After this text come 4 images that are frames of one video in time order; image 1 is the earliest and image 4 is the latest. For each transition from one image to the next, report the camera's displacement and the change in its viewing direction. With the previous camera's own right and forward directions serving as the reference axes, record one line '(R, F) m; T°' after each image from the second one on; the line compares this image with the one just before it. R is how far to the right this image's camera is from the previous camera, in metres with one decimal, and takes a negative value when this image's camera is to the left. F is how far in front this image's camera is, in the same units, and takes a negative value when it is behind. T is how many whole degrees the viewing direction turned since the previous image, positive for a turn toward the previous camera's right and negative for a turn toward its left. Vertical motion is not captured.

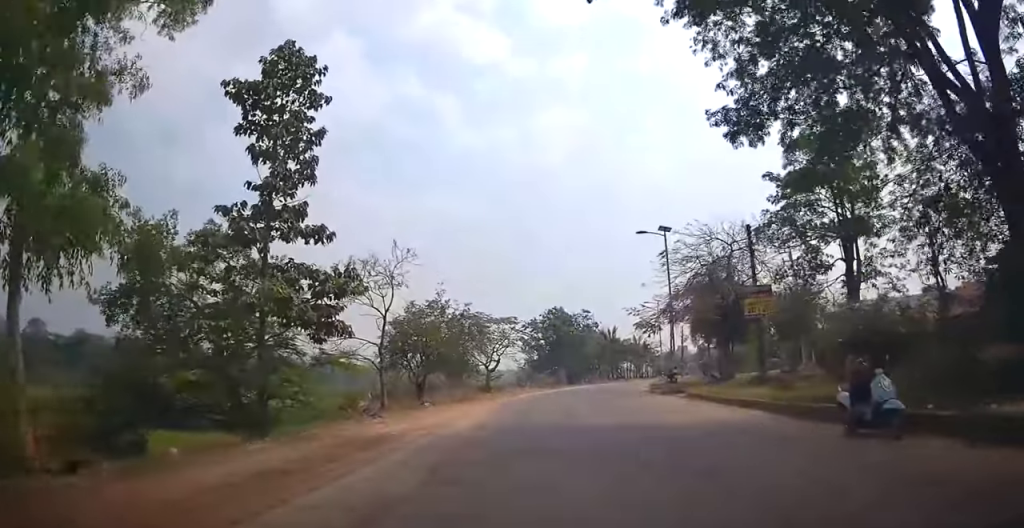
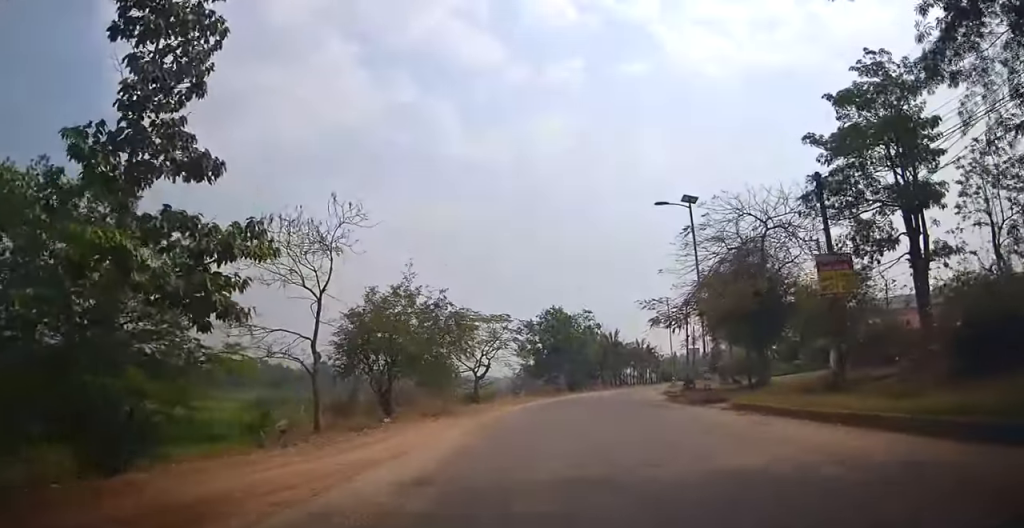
(+0.2, +6.3) m; +1°
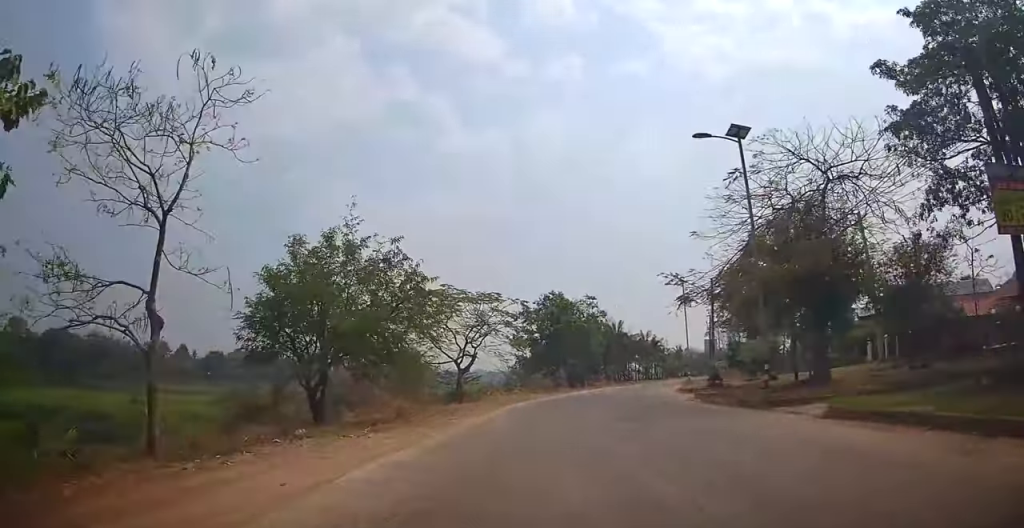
(+0.1, +7.0) m; 0°
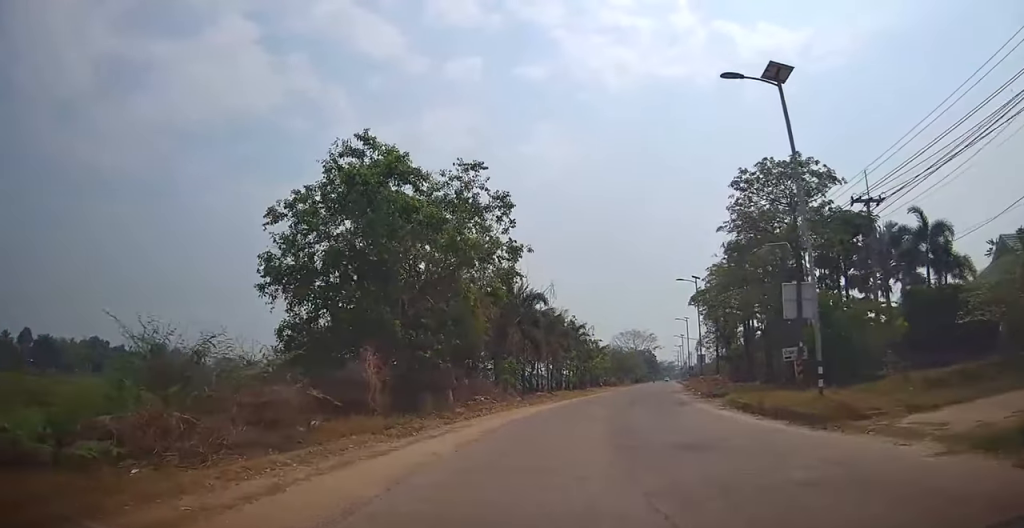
(+1.8, +36.0) m; +7°
